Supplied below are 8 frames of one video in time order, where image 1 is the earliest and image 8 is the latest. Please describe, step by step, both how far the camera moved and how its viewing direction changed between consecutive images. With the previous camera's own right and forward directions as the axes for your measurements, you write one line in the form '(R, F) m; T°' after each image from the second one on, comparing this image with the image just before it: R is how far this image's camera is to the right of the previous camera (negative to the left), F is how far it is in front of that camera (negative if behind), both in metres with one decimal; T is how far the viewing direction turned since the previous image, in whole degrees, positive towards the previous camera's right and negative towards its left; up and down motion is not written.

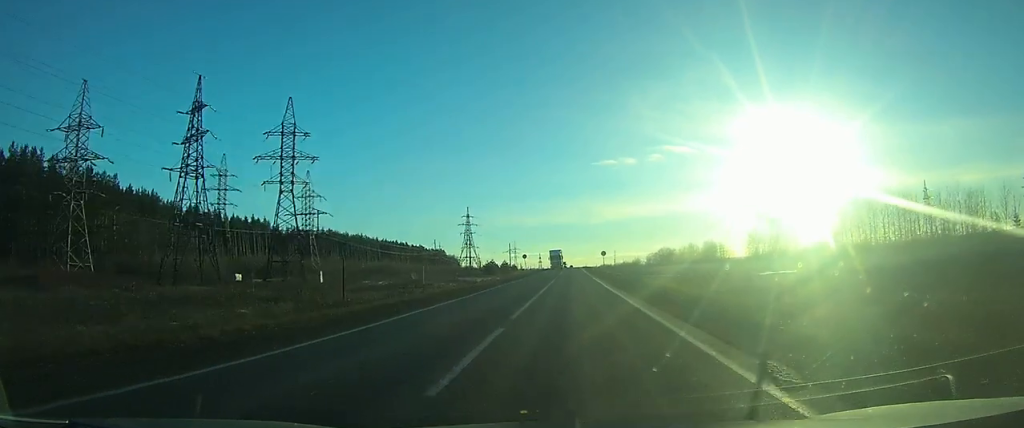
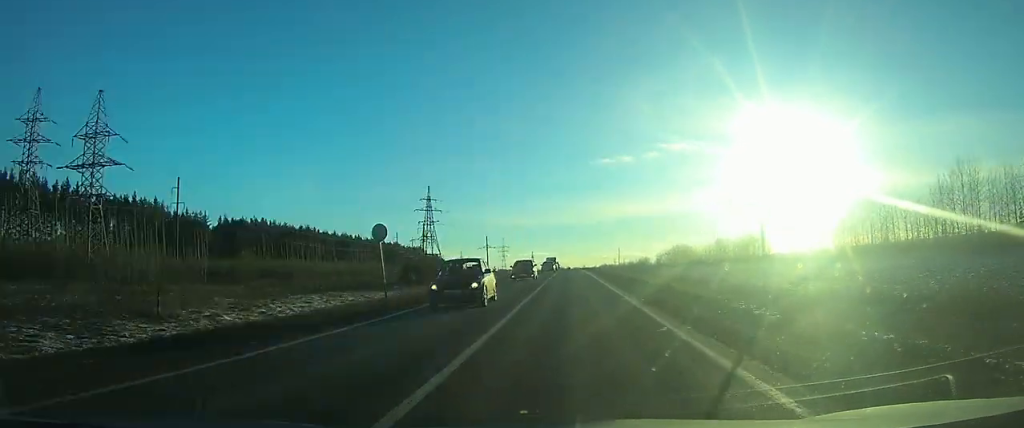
(+0.3, +71.4) m; 0°
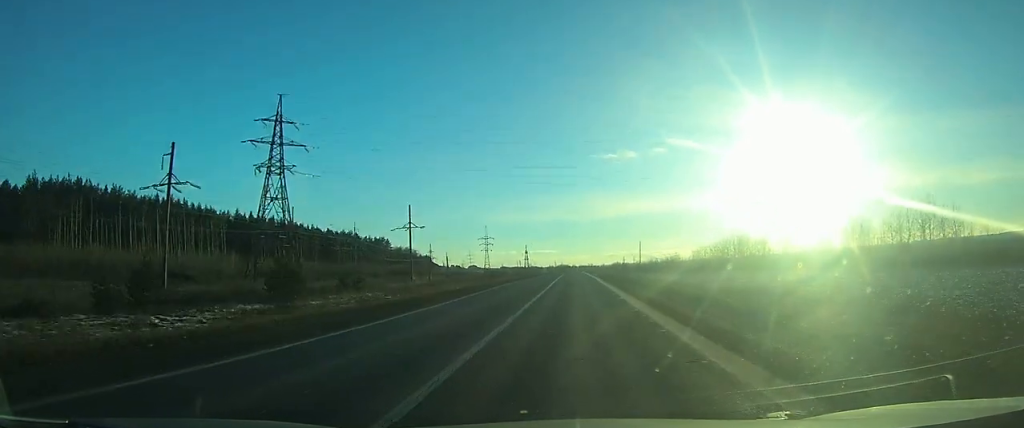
(-0.6, +108.6) m; 0°
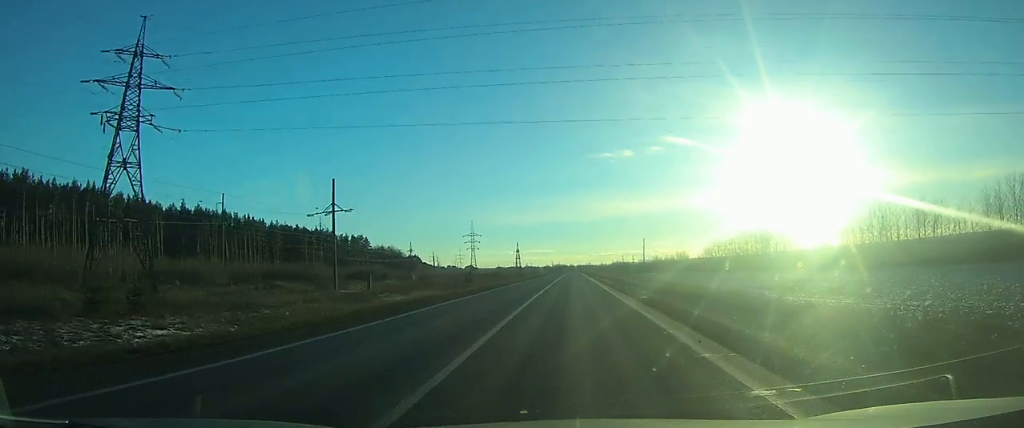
(0.0, +32.5) m; 0°
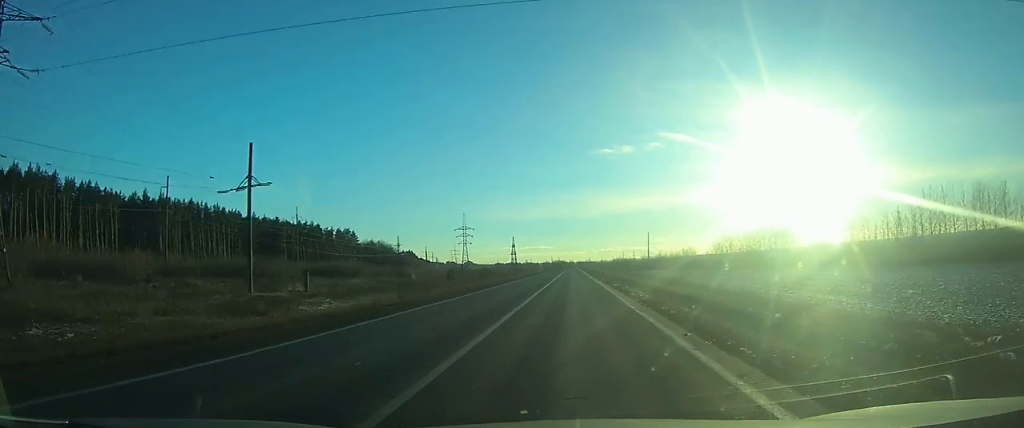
(0.0, +19.4) m; 0°
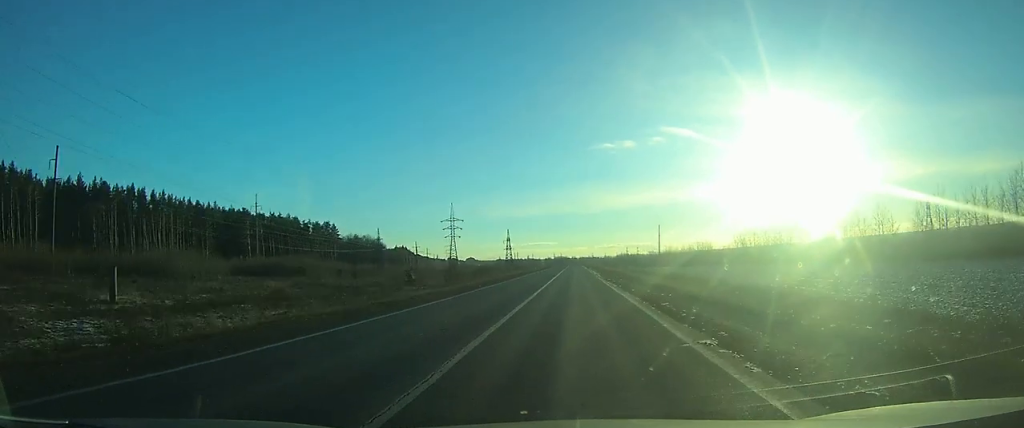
(0.0, +30.8) m; 0°
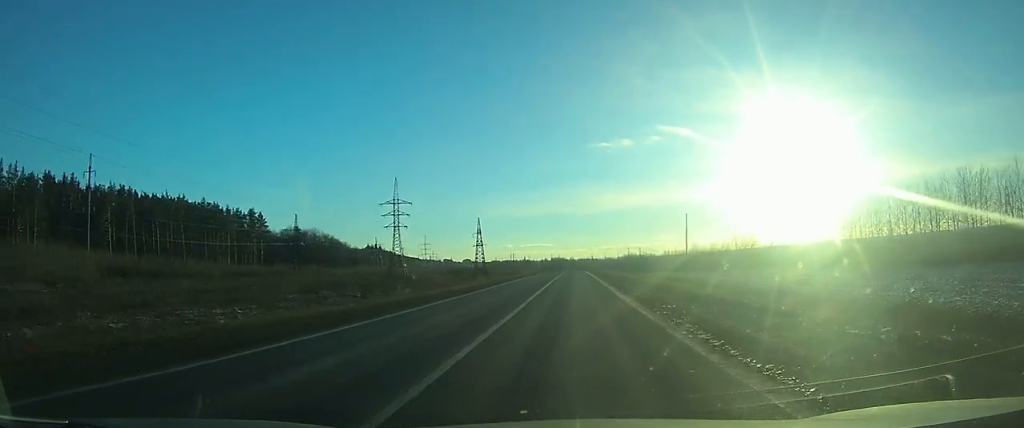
(+0.1, +73.2) m; 0°
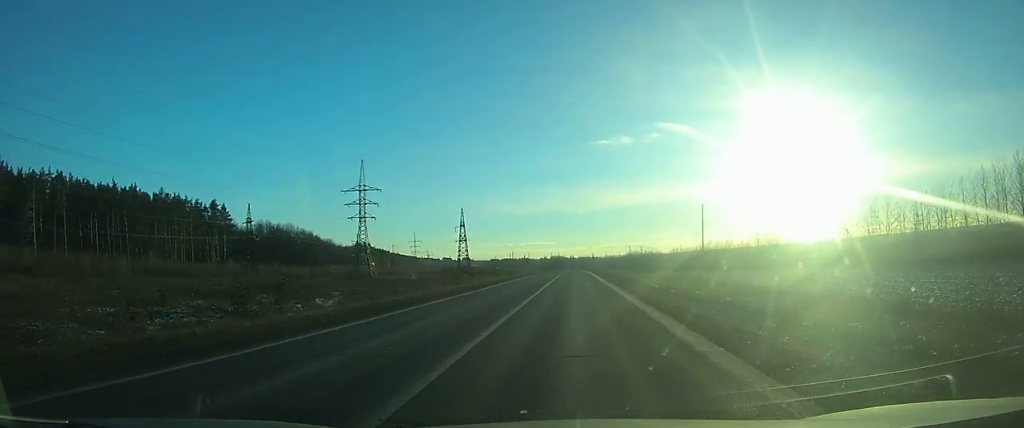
(+0.1, +25.8) m; 0°
